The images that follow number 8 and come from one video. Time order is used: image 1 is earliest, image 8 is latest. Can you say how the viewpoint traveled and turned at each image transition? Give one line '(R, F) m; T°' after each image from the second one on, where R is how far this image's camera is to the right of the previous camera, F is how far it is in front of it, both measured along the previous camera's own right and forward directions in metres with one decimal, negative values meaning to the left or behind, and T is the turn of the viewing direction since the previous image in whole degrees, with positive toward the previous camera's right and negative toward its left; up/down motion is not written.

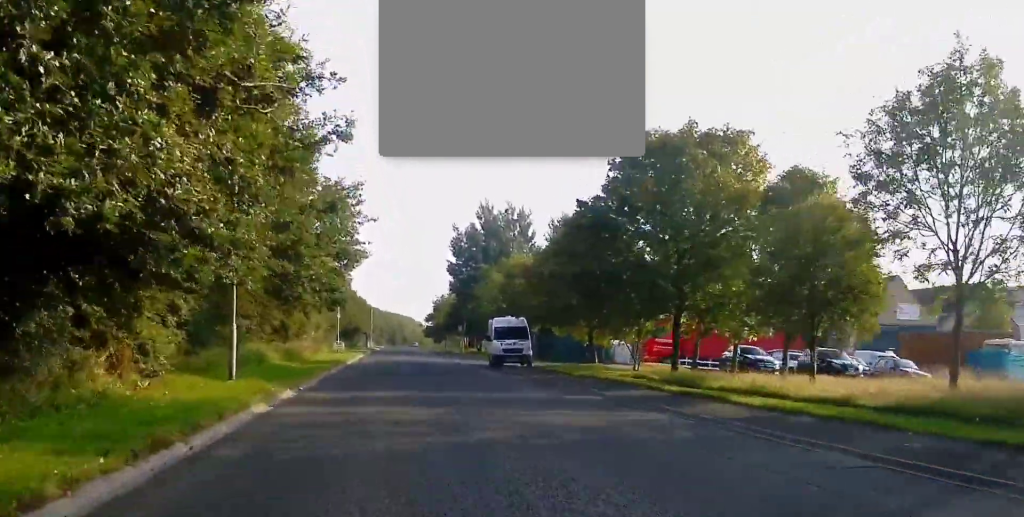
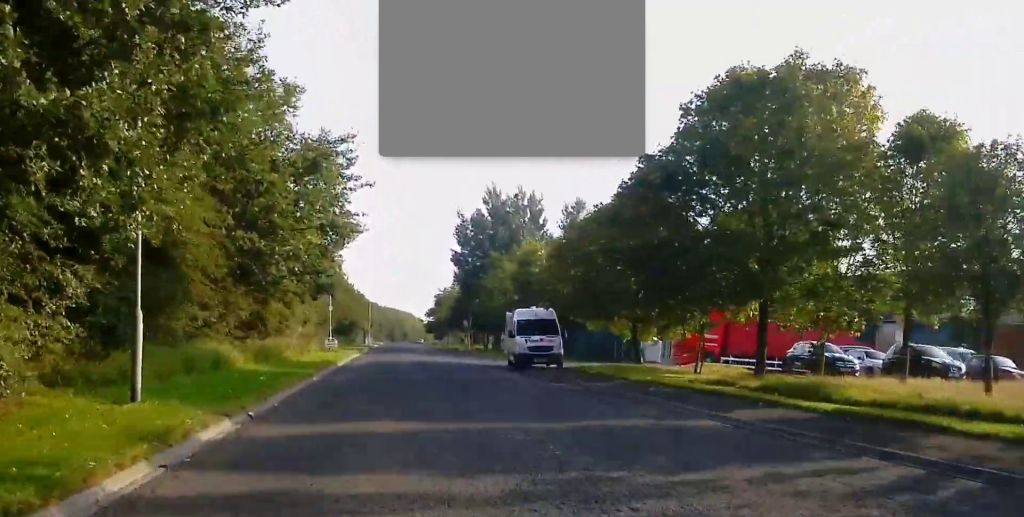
(-0.2, +7.0) m; 0°
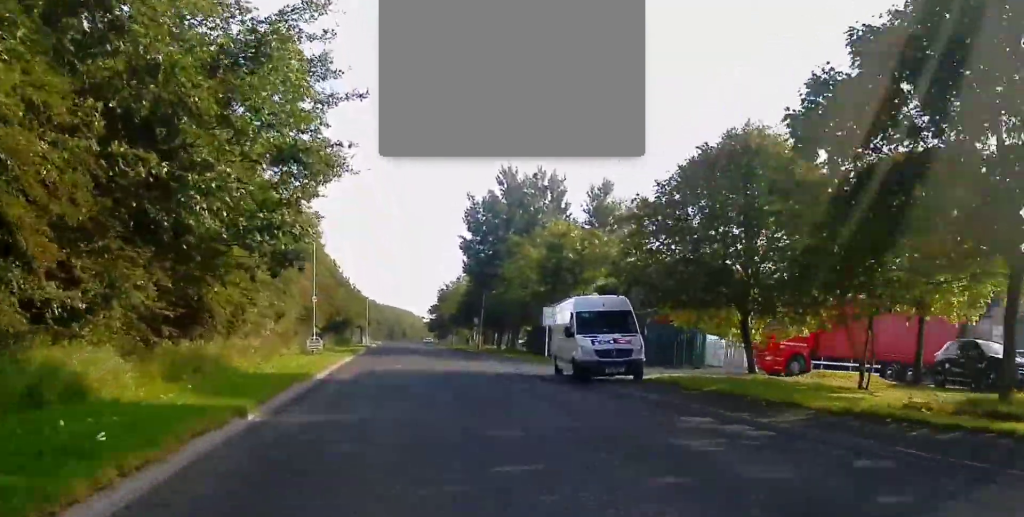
(+0.1, +10.4) m; 0°
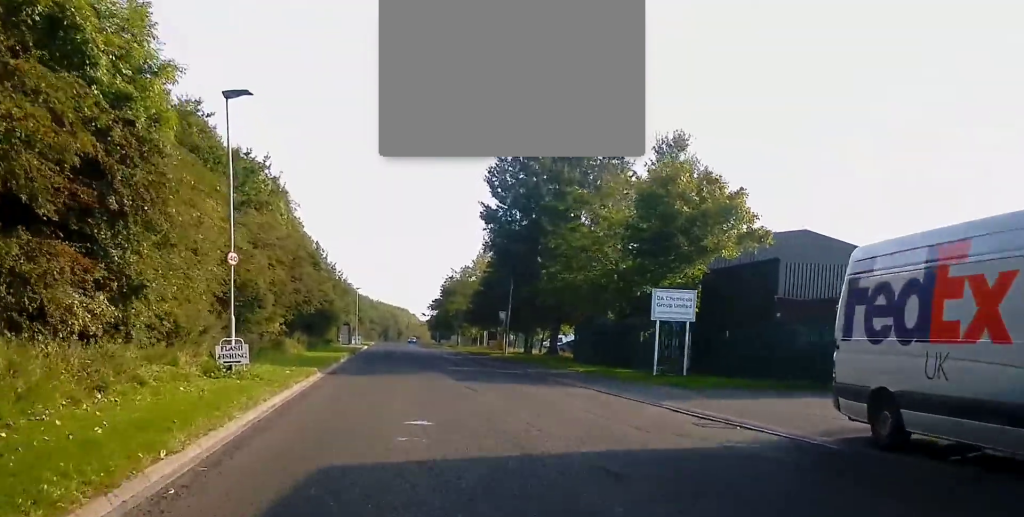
(-0.3, +18.7) m; -1°
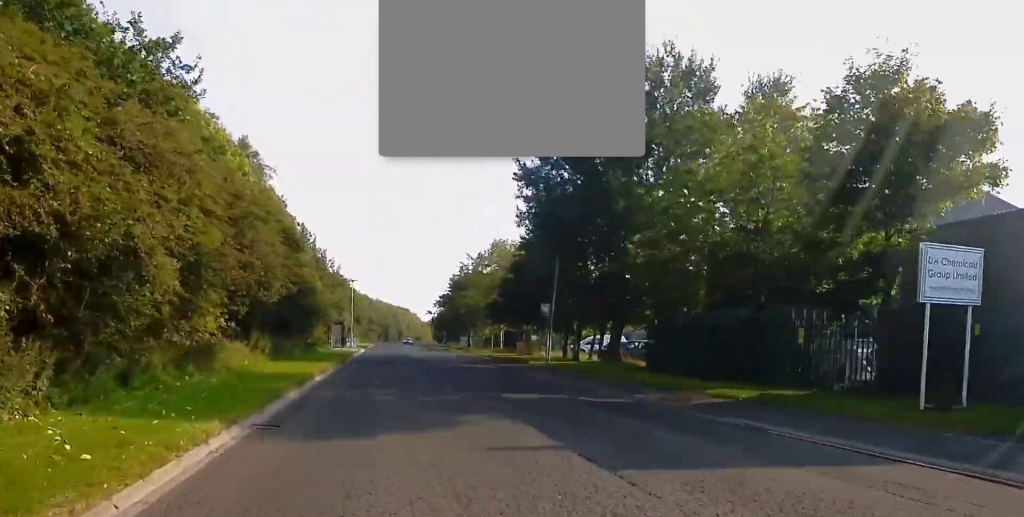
(+0.2, +13.9) m; +2°
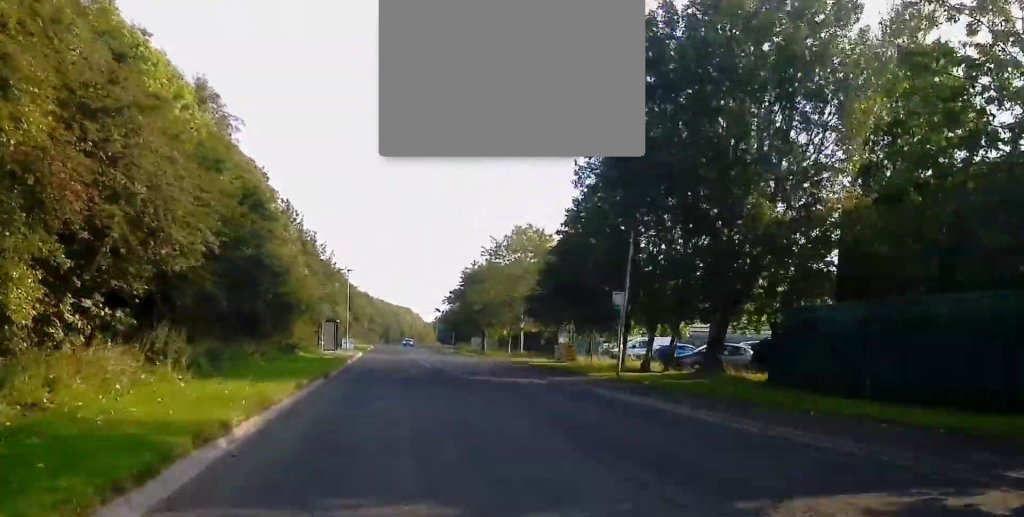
(+0.2, +11.6) m; -1°
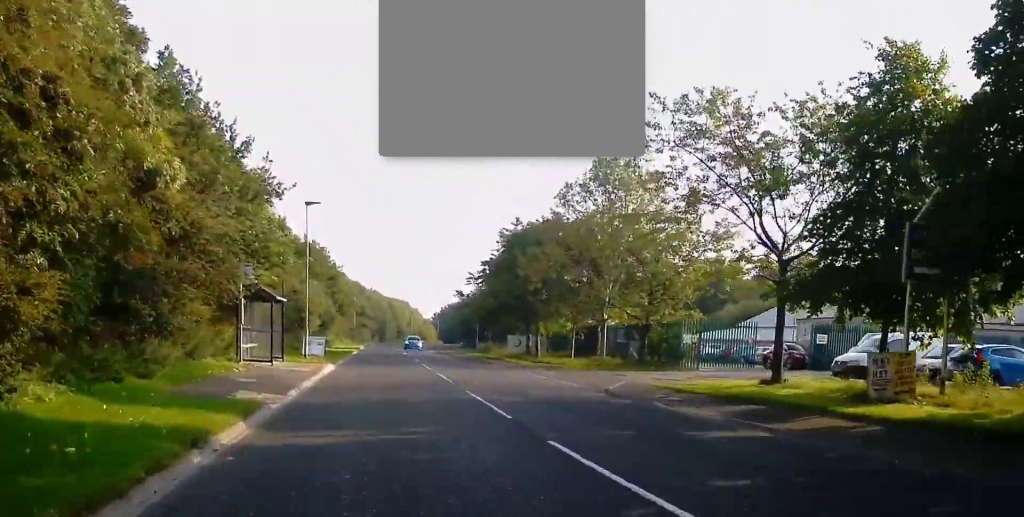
(-0.3, +29.3) m; 0°
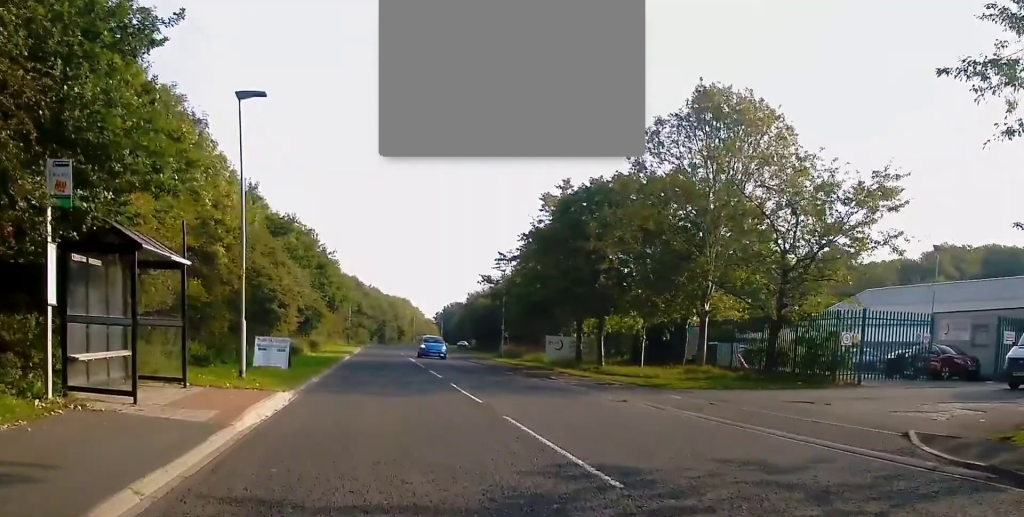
(-0.1, +14.2) m; 0°
